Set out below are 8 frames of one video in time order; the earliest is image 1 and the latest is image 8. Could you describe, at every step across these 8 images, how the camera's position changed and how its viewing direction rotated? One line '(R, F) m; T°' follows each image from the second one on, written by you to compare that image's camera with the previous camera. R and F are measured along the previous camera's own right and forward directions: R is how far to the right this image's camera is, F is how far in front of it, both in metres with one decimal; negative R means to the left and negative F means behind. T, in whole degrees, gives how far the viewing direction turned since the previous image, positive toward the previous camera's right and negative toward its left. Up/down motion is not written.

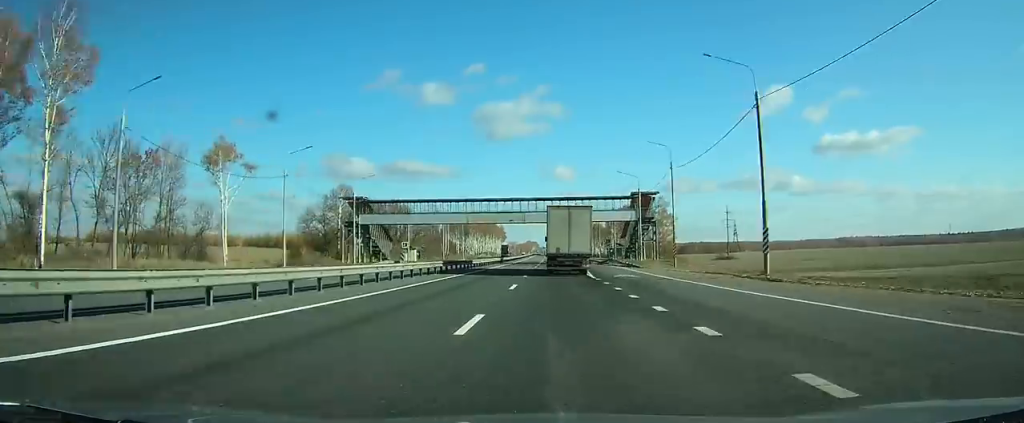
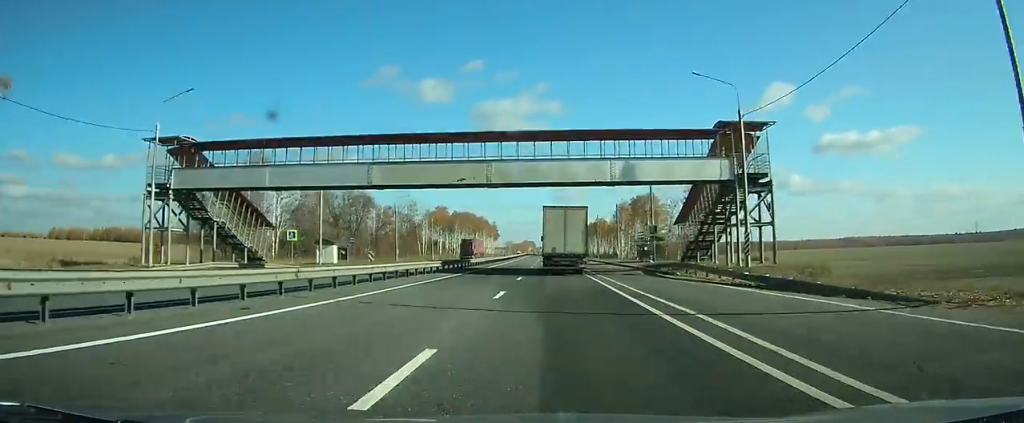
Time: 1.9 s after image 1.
(0.0, +40.7) m; 0°
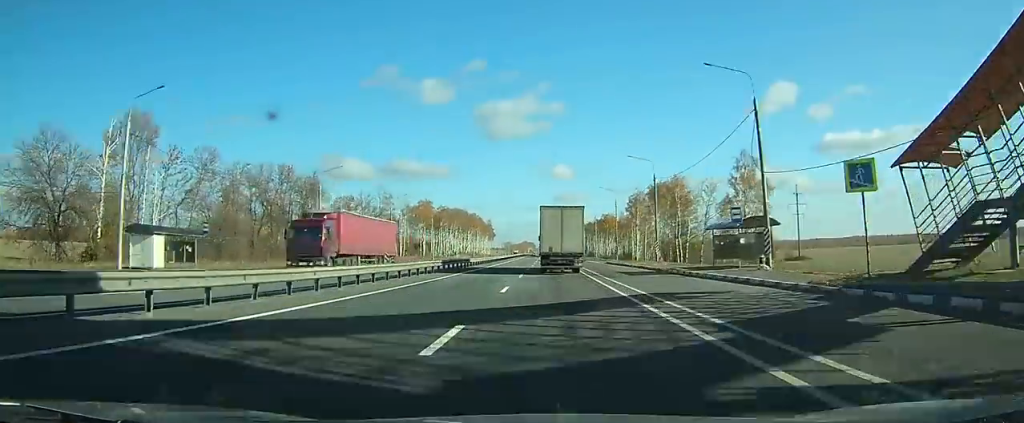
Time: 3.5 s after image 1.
(0.0, +32.8) m; 0°
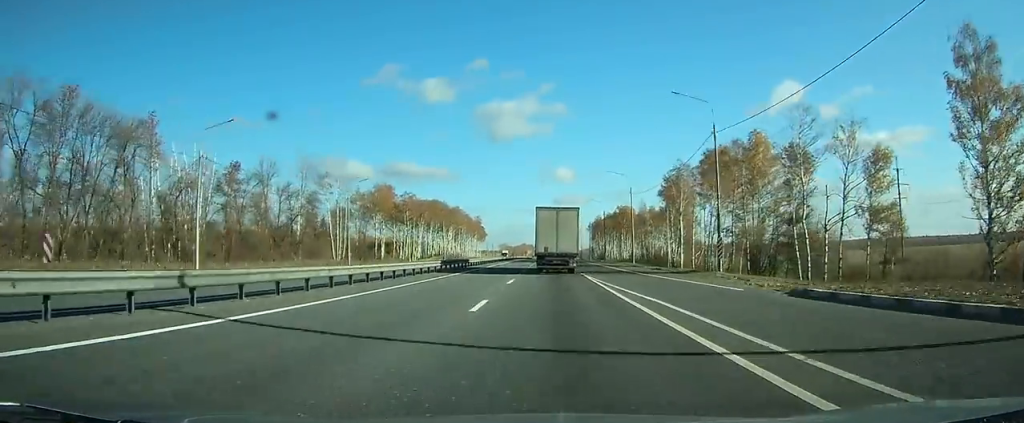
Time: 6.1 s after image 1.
(0.0, +55.1) m; 0°
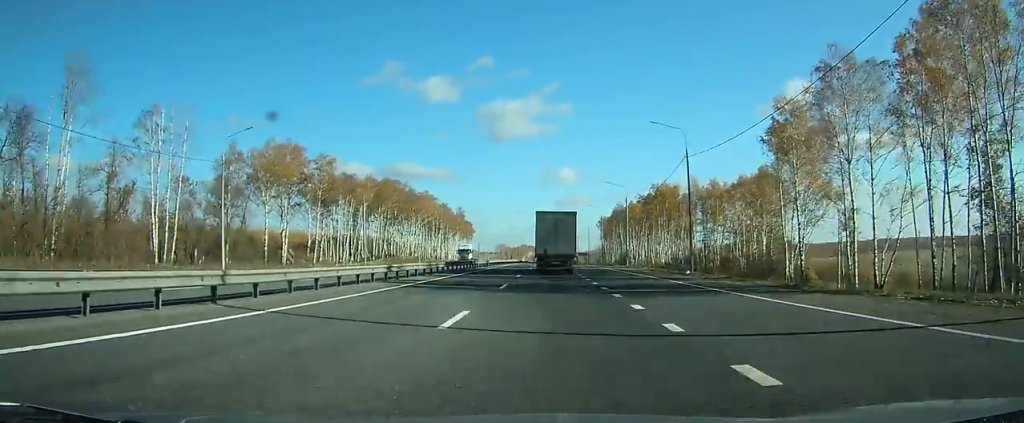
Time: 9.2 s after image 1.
(0.0, +64.2) m; 0°
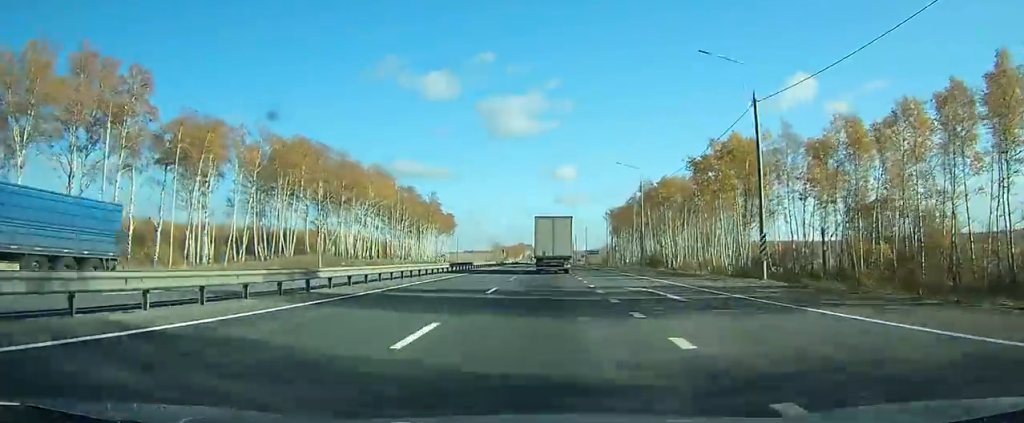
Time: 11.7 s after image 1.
(+0.1, +49.4) m; 0°
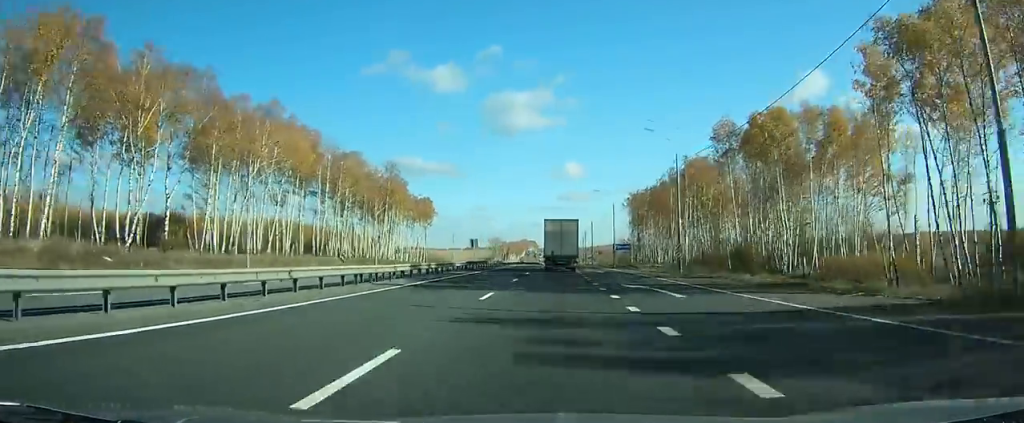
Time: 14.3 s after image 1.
(-0.3, +49.1) m; 0°
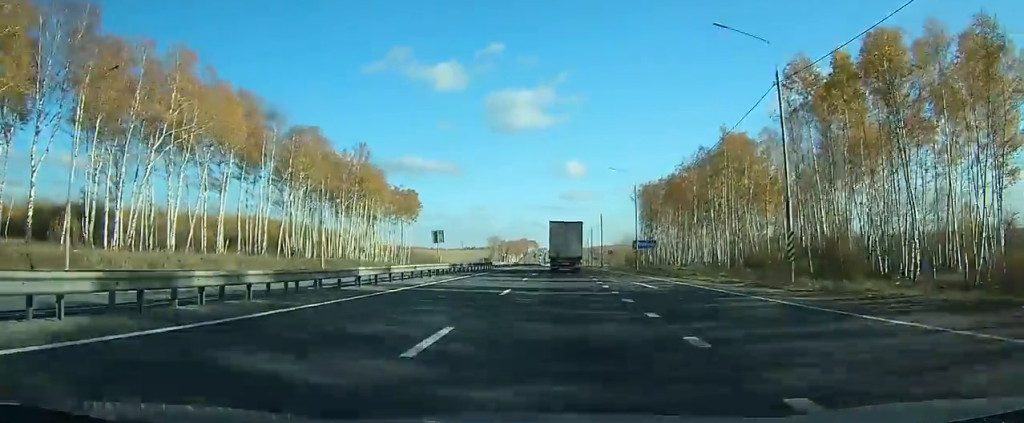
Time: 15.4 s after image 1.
(0.0, +21.5) m; 0°
